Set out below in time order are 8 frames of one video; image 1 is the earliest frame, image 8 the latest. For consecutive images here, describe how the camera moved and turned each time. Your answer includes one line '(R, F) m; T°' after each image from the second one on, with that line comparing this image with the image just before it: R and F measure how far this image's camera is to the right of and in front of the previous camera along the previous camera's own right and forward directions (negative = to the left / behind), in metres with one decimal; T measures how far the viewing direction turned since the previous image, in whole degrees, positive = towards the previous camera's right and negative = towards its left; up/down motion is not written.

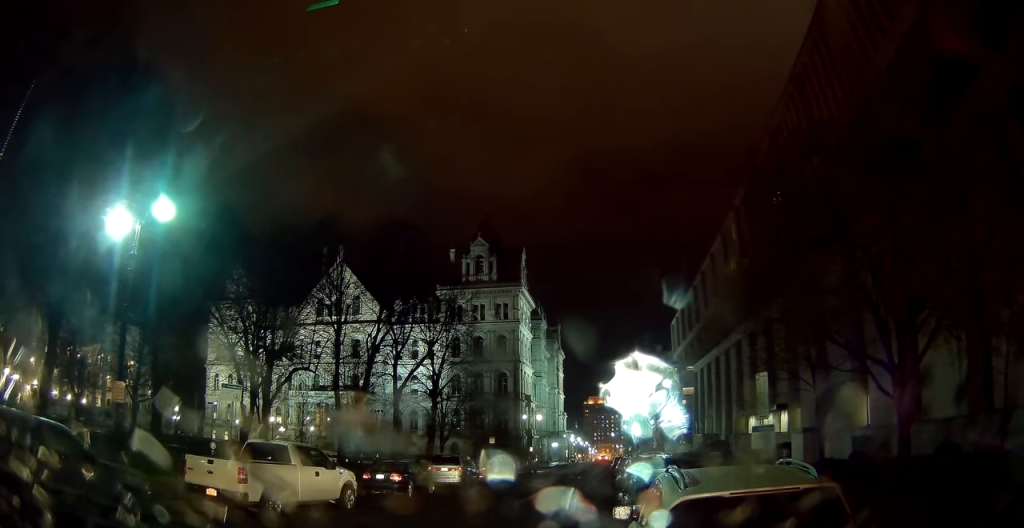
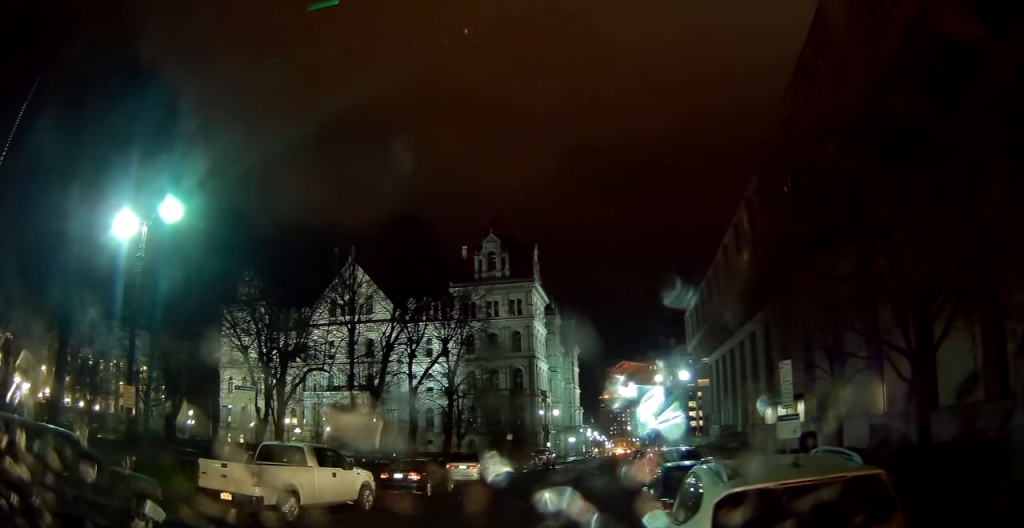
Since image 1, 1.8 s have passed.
(-0.1, +0.4) m; 0°
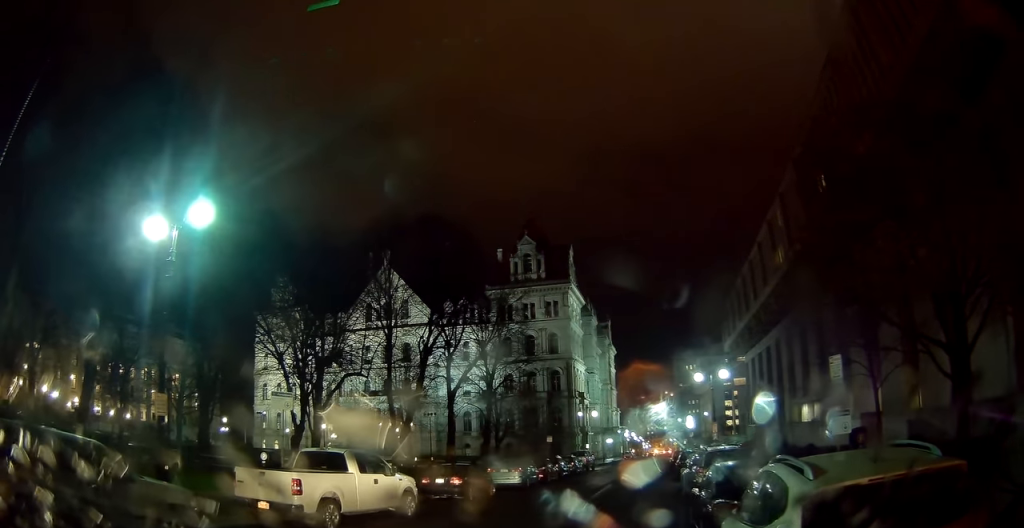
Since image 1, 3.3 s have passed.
(-0.1, +0.3) m; 0°
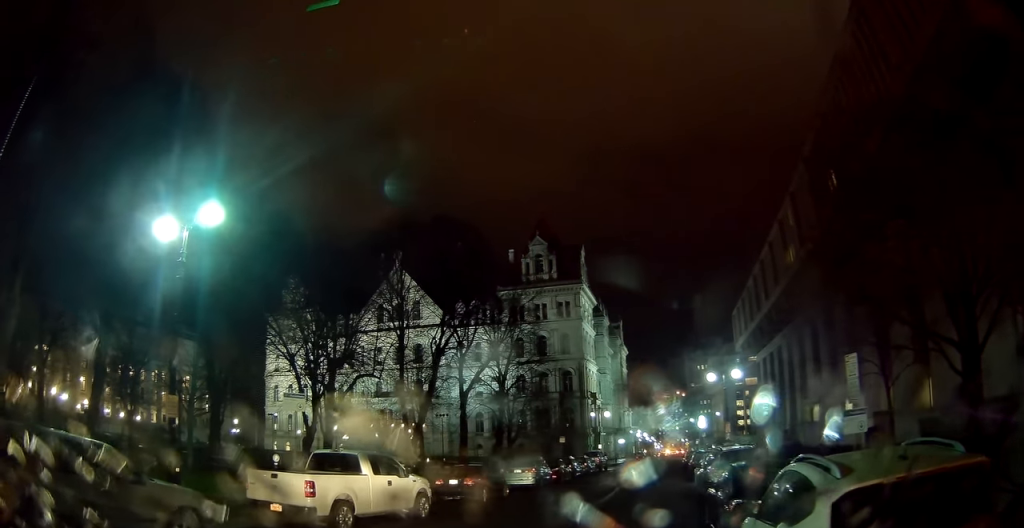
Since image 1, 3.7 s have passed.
(0.0, +0.1) m; 0°
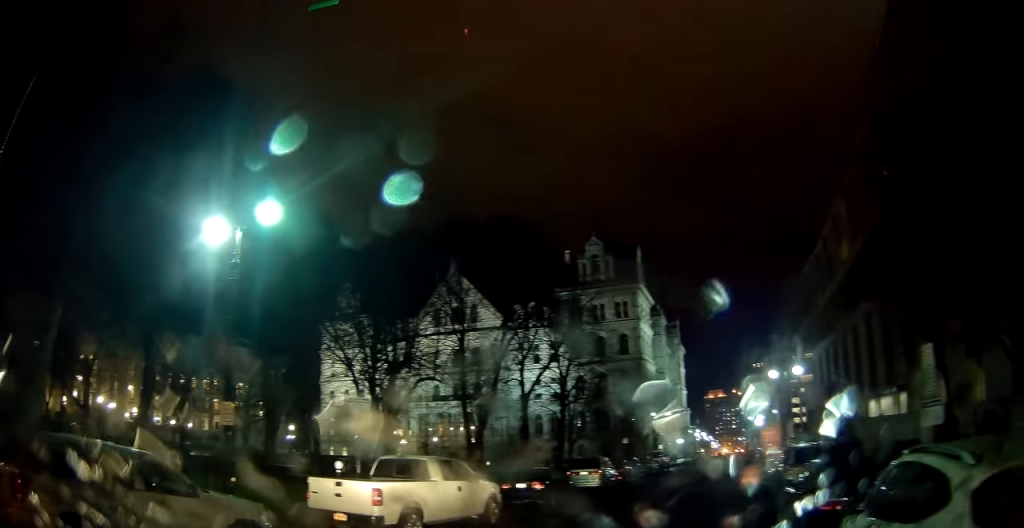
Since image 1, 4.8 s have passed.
(-0.3, +0.4) m; 0°
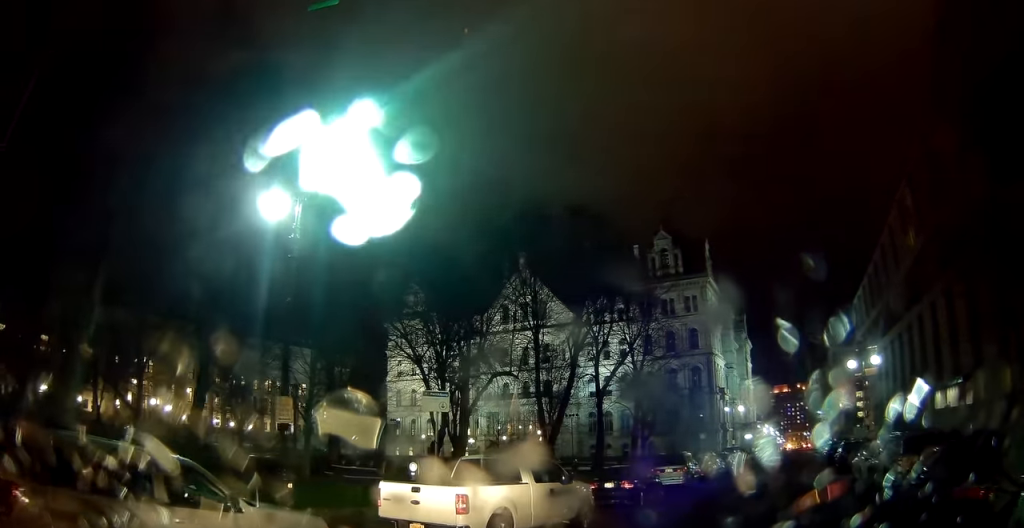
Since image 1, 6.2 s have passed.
(-0.8, +1.0) m; 0°
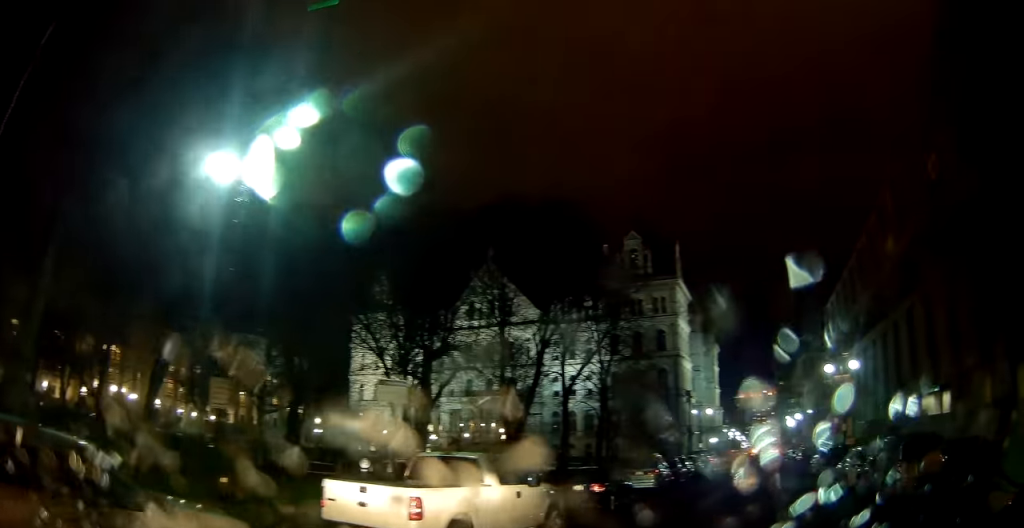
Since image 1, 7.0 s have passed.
(0.0, +1.1) m; +7°
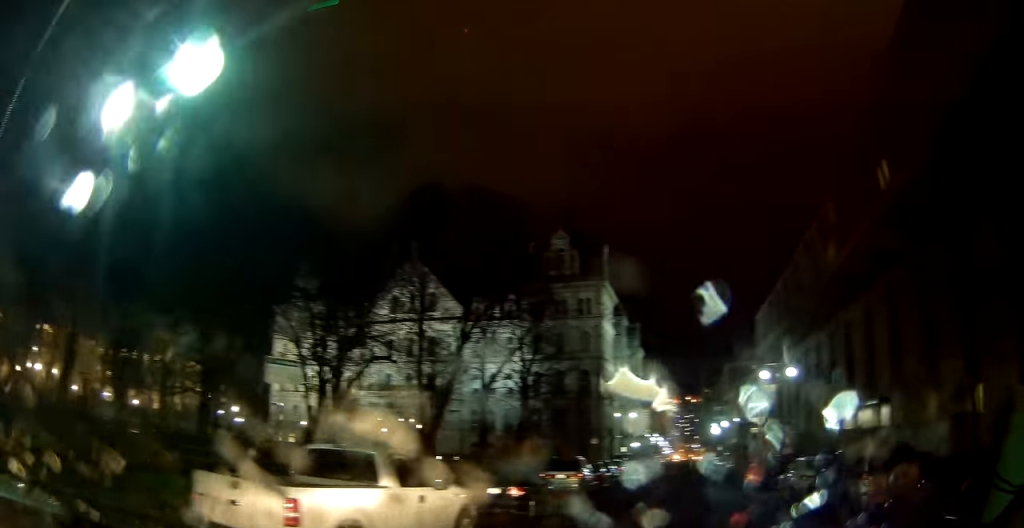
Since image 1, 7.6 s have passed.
(+0.1, +1.3) m; +13°
